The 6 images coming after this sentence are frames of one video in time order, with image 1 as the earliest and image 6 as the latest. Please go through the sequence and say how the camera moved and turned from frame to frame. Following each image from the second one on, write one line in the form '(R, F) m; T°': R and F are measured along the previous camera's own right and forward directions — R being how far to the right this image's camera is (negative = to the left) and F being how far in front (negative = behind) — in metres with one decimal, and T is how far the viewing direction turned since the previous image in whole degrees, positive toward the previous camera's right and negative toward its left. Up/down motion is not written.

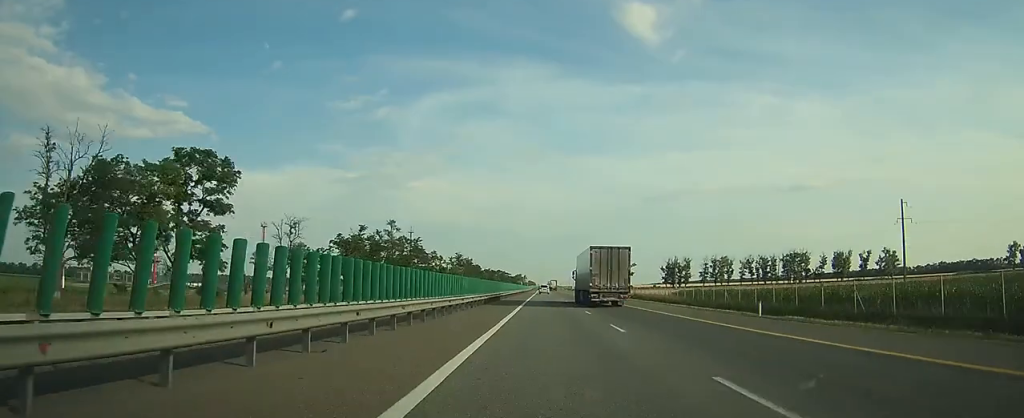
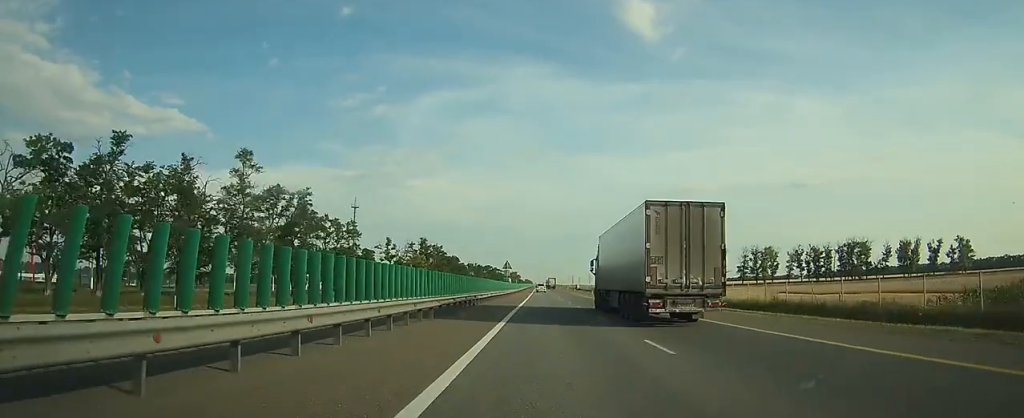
(-0.1, +66.4) m; 0°
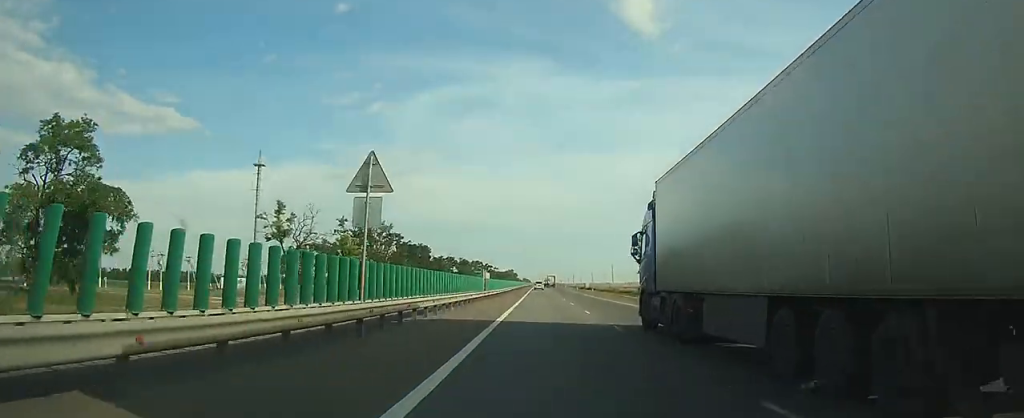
(+0.1, +55.9) m; 0°
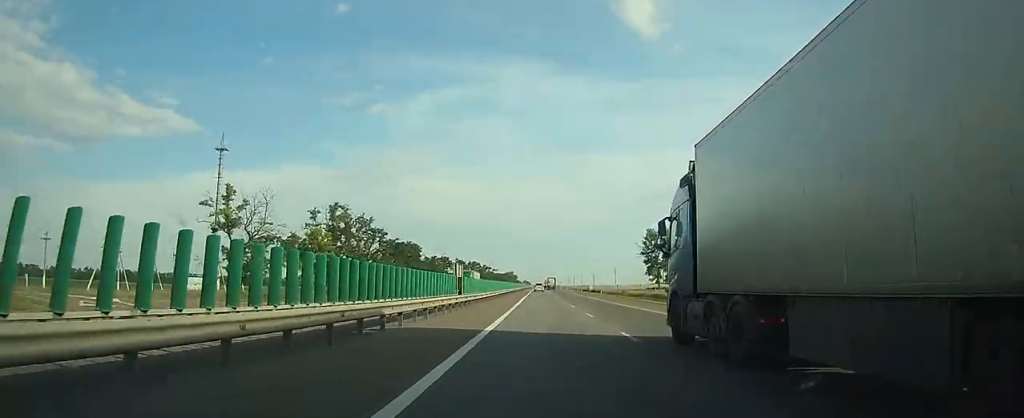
(0.0, +13.7) m; 0°
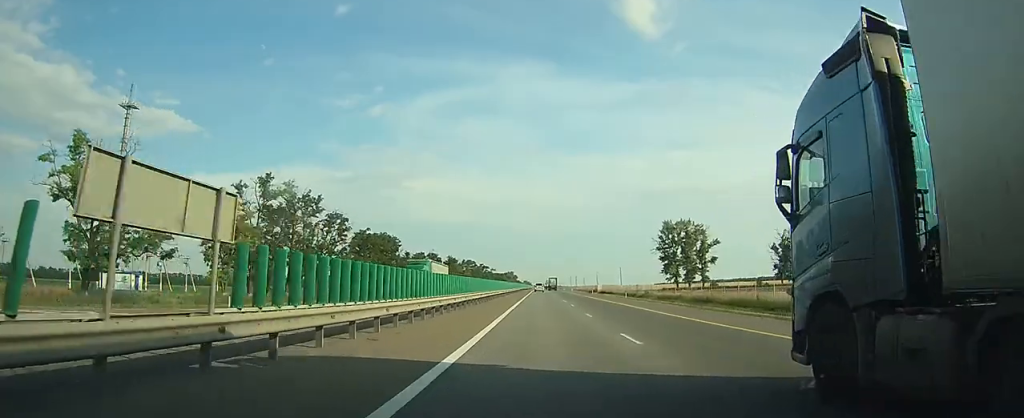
(0.0, +24.3) m; 0°
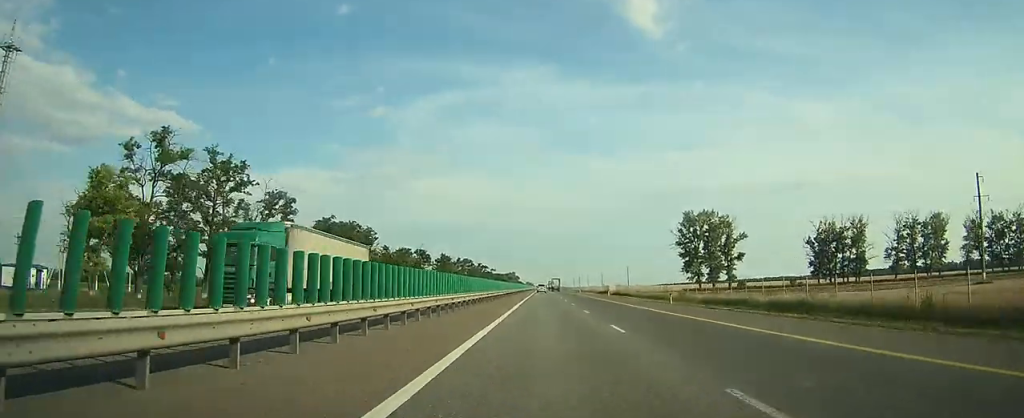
(0.0, +21.2) m; 0°
